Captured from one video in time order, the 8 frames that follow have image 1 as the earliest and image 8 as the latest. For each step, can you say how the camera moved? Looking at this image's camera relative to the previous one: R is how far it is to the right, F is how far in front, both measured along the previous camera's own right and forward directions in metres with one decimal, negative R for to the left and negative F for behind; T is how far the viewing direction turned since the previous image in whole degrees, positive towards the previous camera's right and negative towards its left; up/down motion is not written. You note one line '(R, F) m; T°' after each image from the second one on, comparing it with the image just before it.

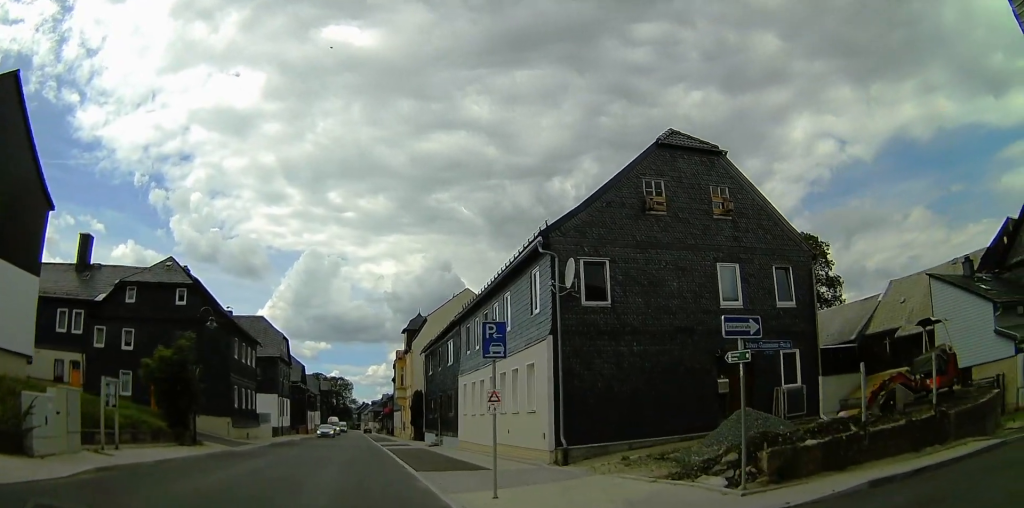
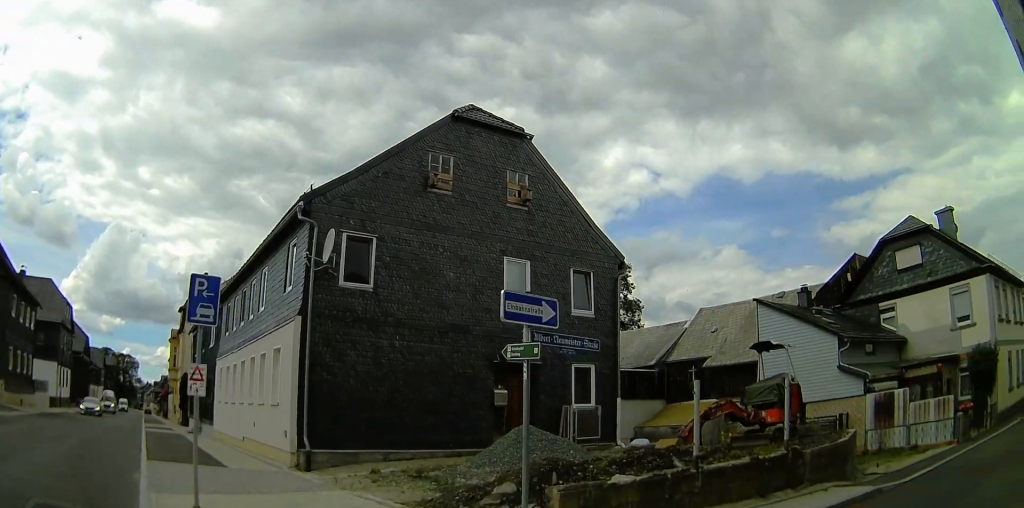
(+0.8, +3.7) m; +19°
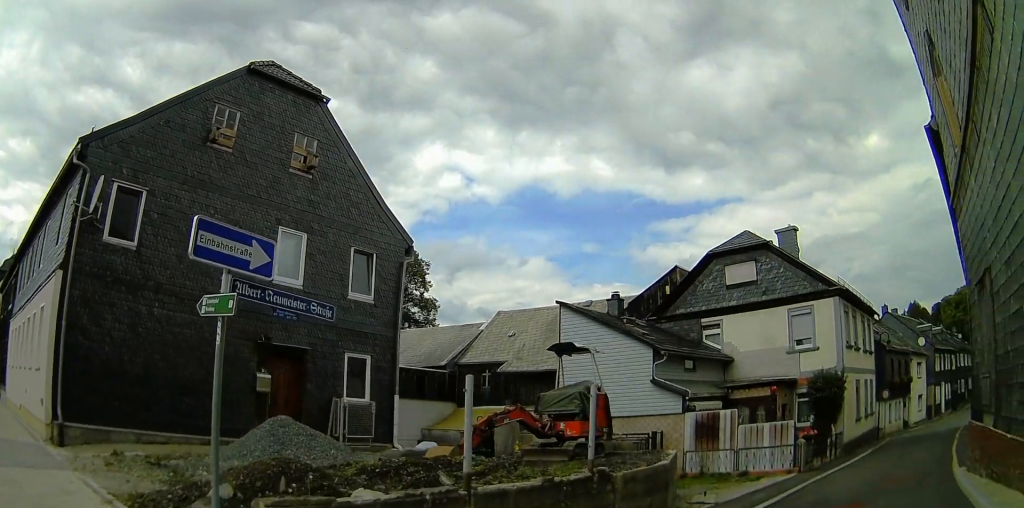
(+0.2, +2.4) m; +20°
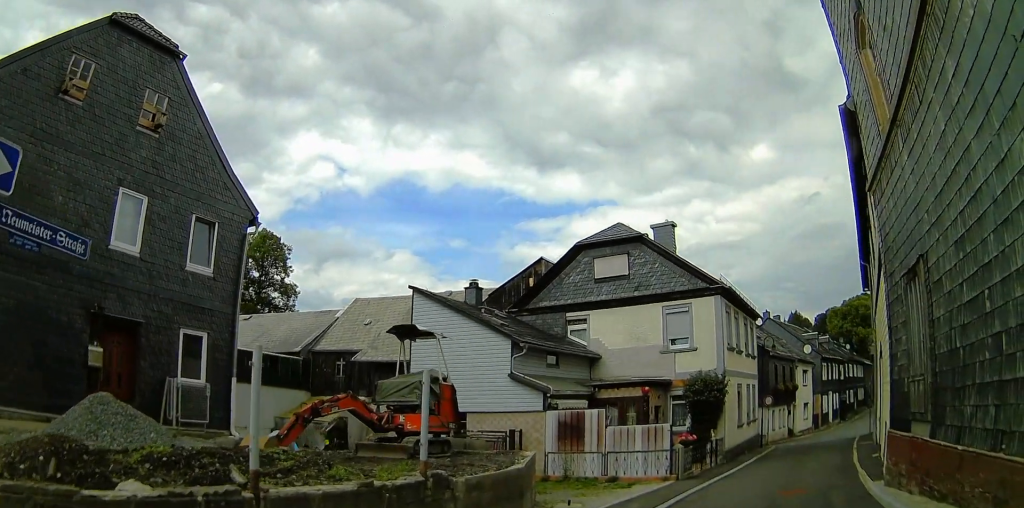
(+0.1, +1.7) m; +12°
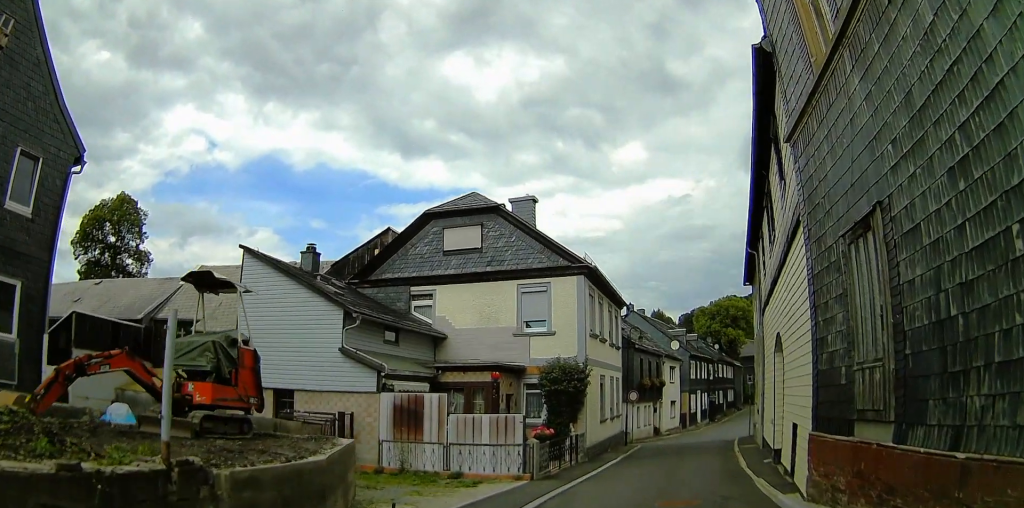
(+0.6, +2.4) m; +12°
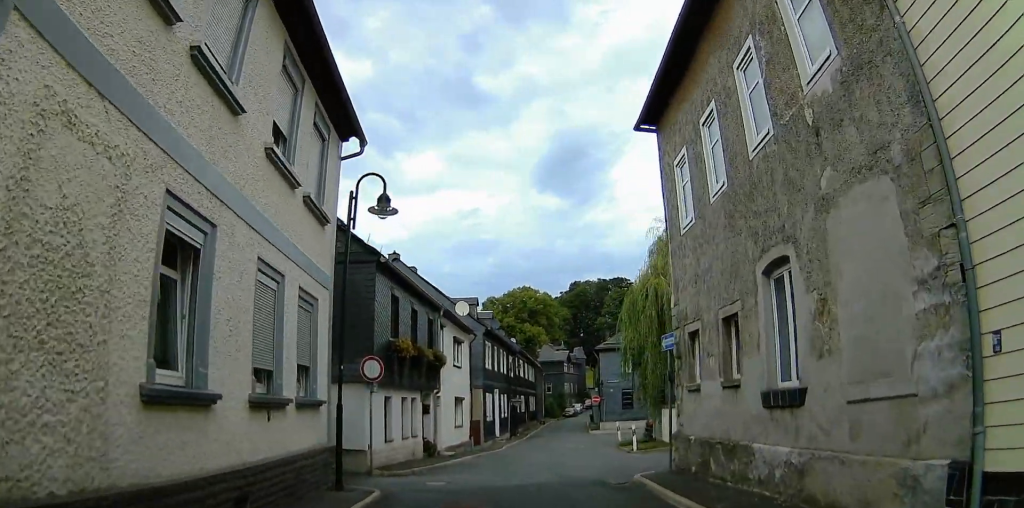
(+0.7, +14.4) m; +4°
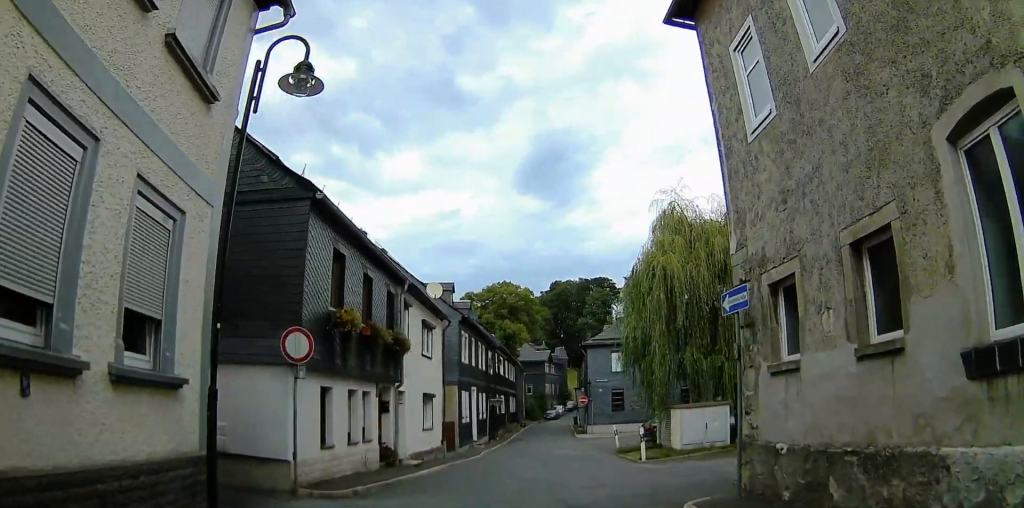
(-0.1, +3.4) m; +4°
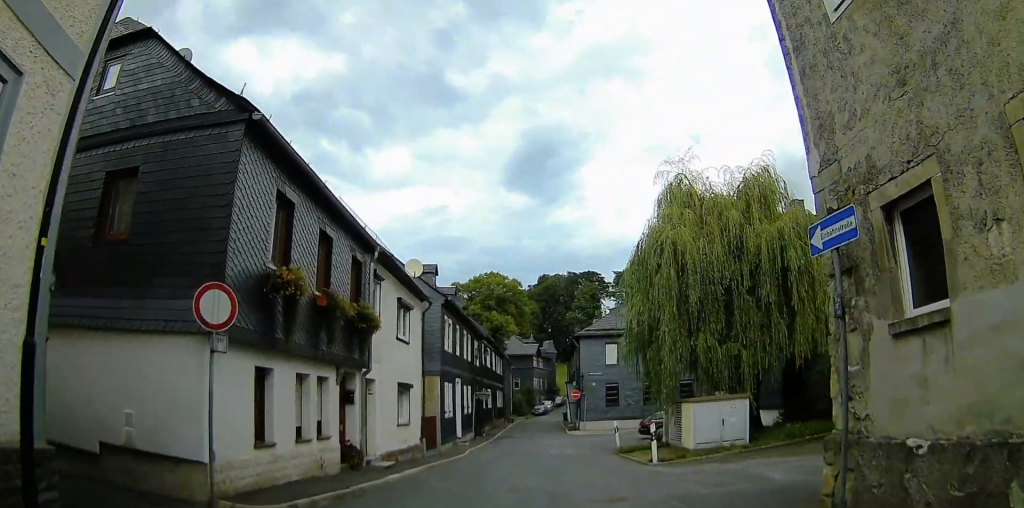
(+0.2, +2.8) m; +3°
